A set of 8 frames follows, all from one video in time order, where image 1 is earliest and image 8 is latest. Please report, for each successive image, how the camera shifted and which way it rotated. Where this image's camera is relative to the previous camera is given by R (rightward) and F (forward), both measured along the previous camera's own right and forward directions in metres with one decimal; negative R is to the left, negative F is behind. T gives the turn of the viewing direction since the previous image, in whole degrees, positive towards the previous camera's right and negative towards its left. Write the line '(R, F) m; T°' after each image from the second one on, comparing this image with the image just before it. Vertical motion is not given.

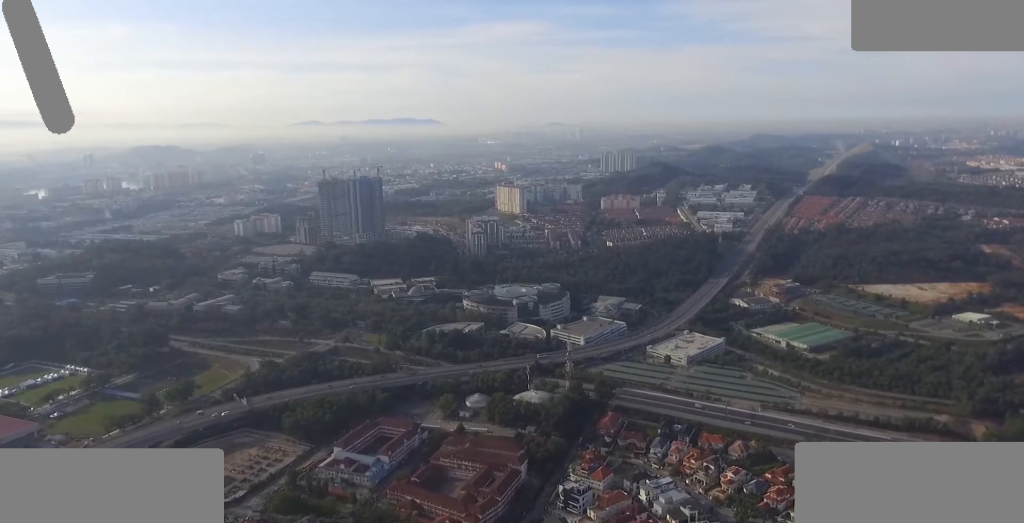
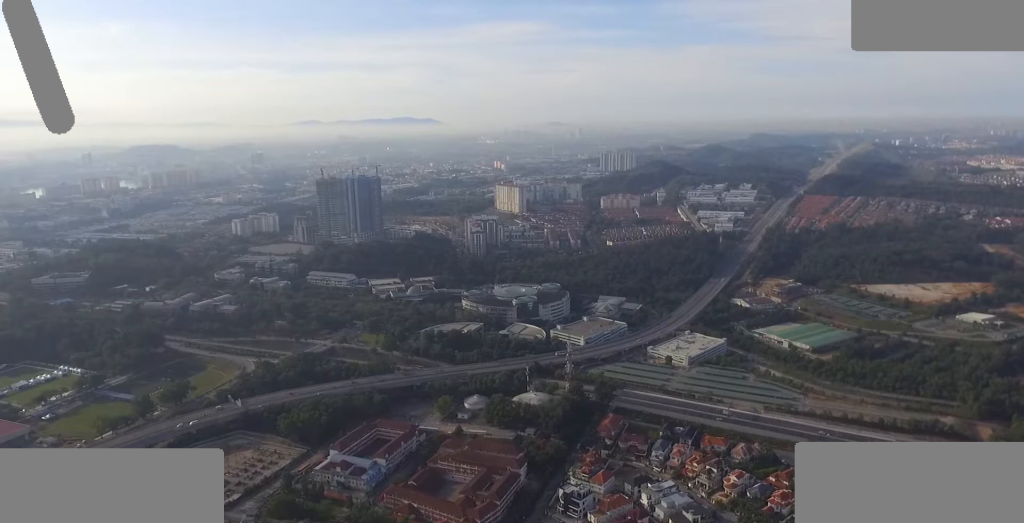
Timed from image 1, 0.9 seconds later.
(+0.5, +9.2) m; +2°
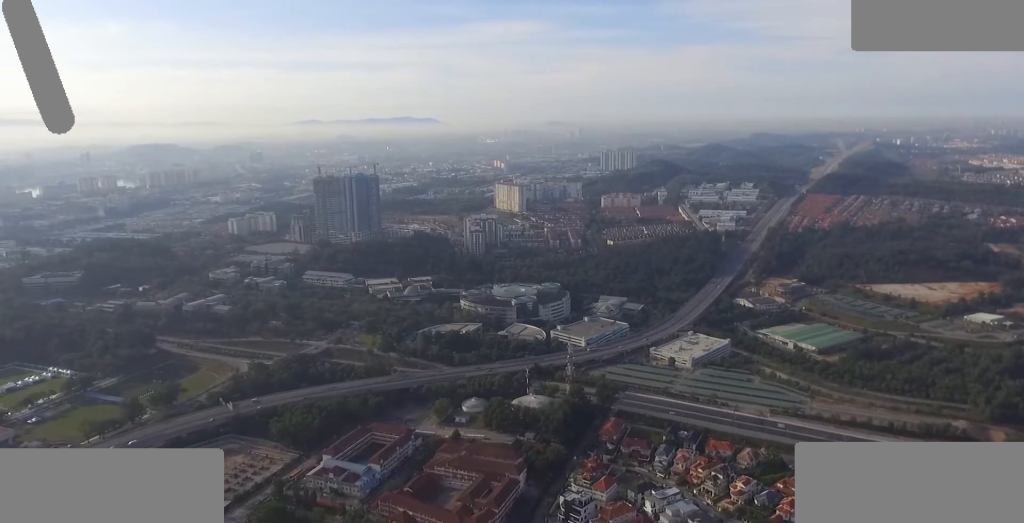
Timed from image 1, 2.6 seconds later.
(-0.5, +16.3) m; -2°
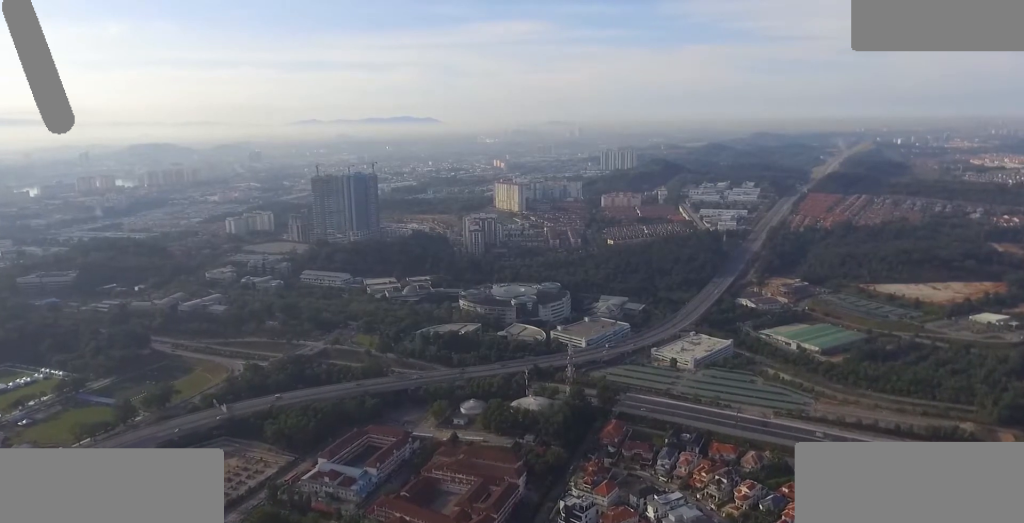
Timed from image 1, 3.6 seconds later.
(0.0, +10.3) m; 0°
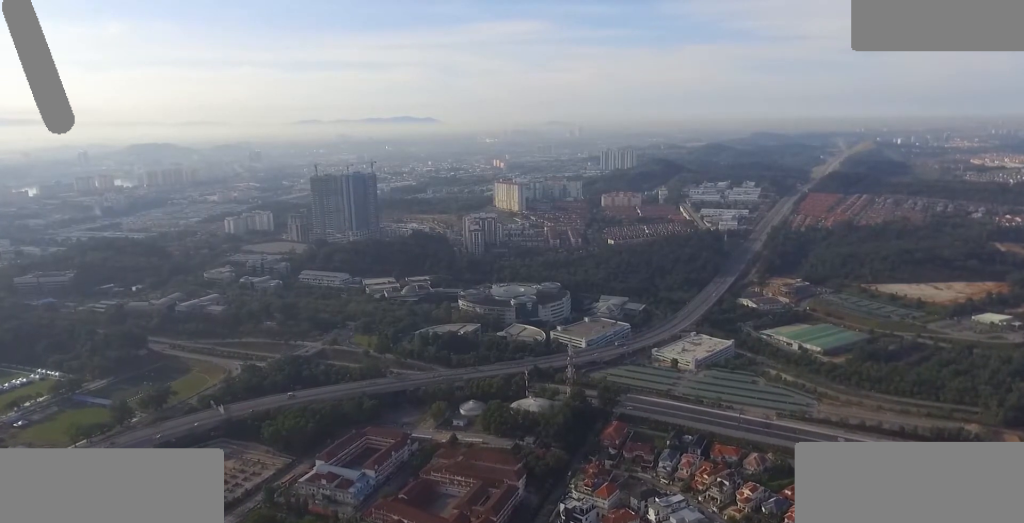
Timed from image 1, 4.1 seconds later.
(0.0, +5.1) m; 0°
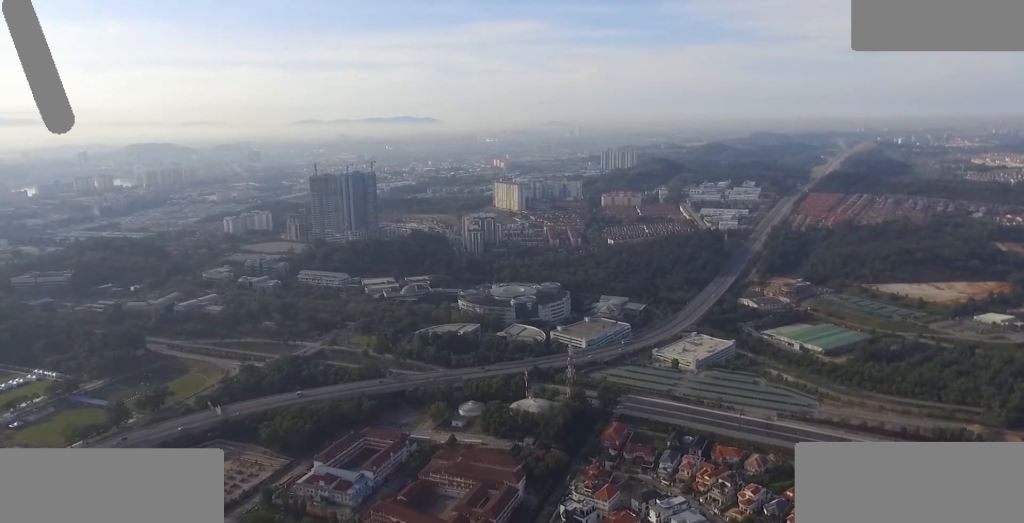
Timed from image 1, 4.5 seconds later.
(0.0, +4.0) m; 0°
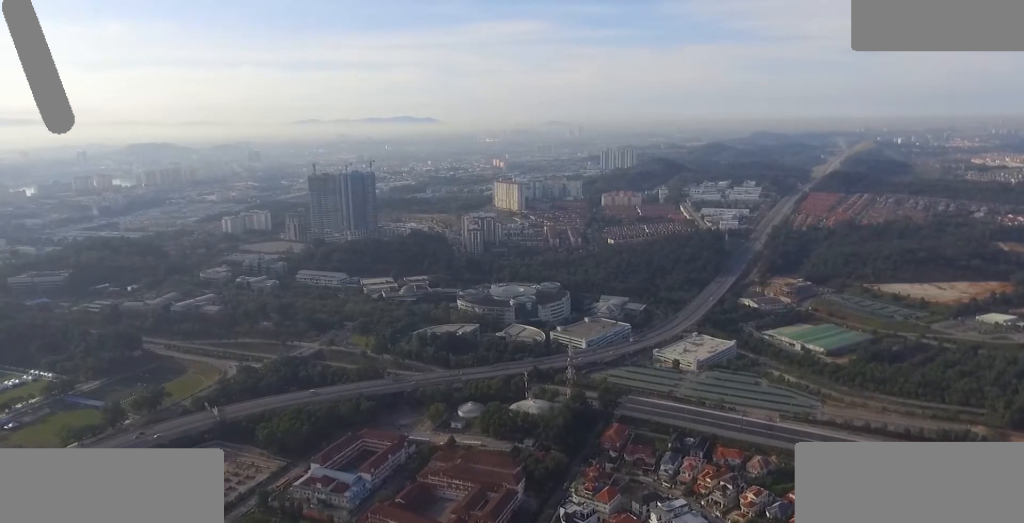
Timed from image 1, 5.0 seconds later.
(0.0, +5.2) m; 0°
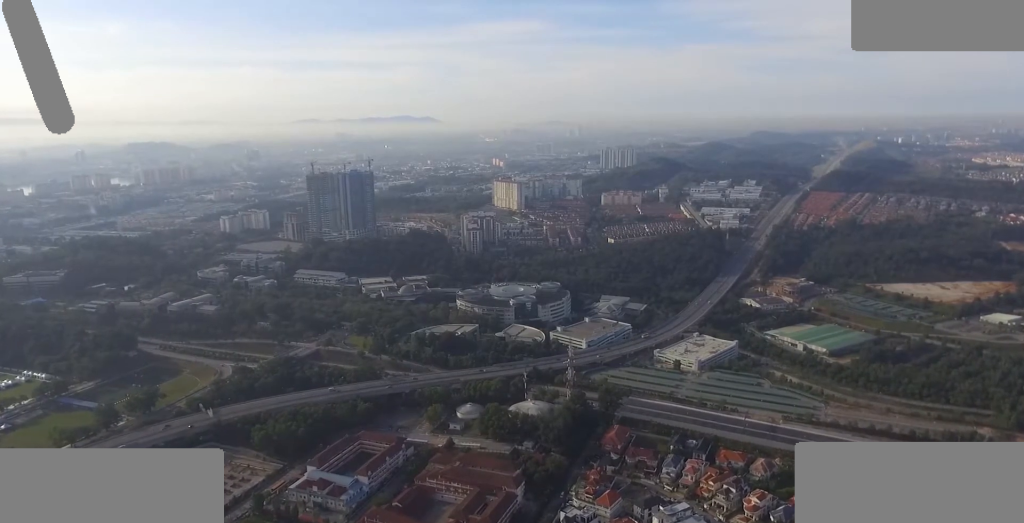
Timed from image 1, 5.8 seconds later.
(0.0, +8.0) m; 0°
